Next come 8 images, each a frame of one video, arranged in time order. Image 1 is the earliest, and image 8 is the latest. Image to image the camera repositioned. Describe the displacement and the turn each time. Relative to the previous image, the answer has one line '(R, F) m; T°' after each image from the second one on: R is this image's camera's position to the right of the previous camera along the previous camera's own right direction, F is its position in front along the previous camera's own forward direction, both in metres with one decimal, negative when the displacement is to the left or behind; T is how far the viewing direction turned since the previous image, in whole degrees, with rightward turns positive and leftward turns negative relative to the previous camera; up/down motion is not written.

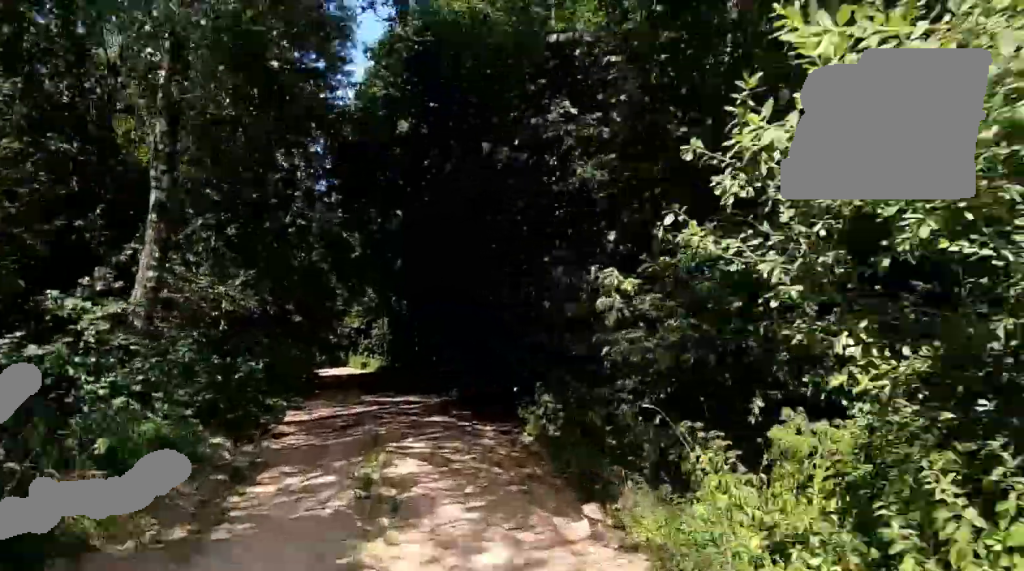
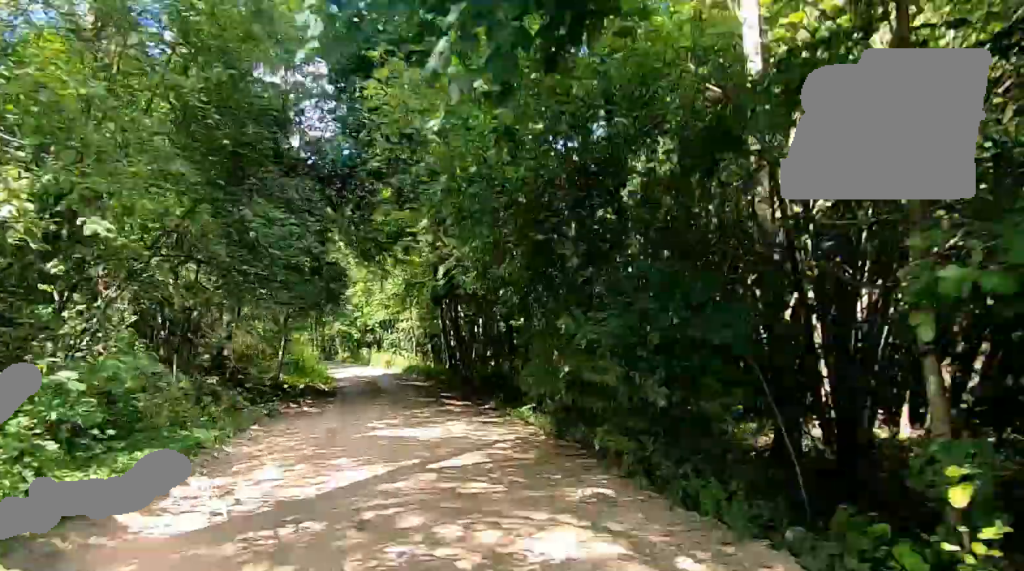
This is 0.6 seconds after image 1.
(0.0, +9.1) m; -1°
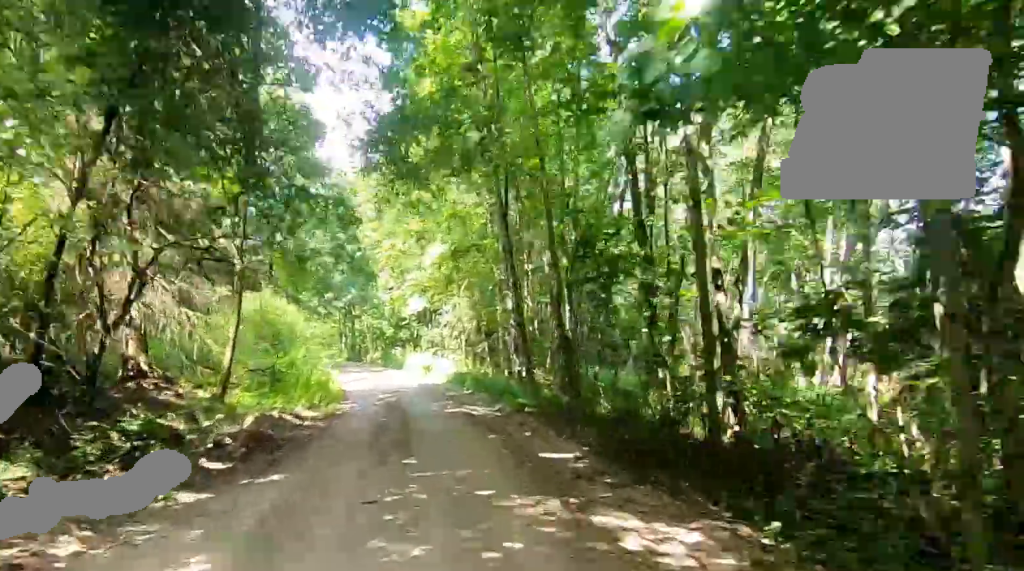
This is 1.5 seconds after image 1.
(-0.2, +13.1) m; -3°
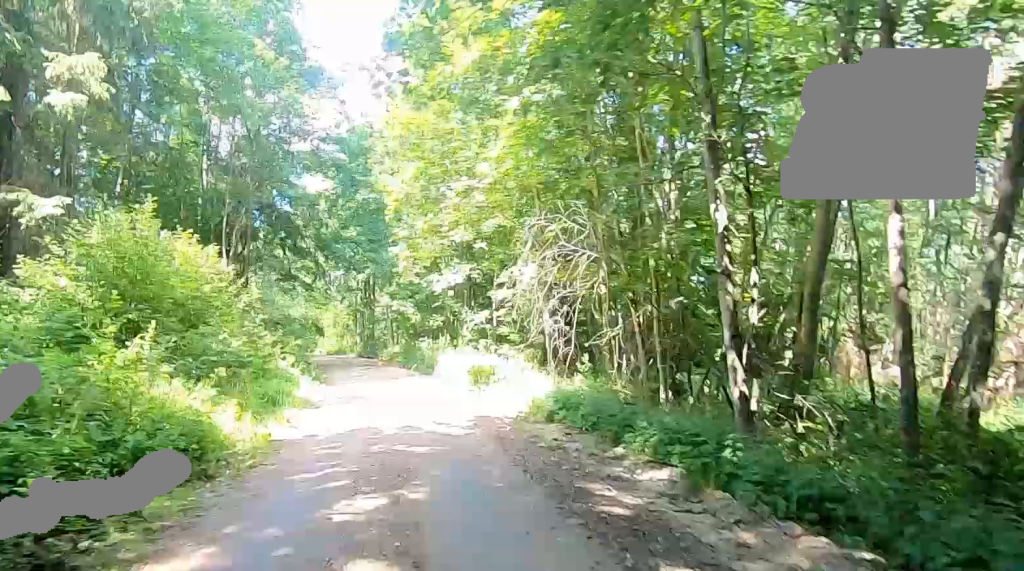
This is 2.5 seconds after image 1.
(-0.8, +16.7) m; -4°
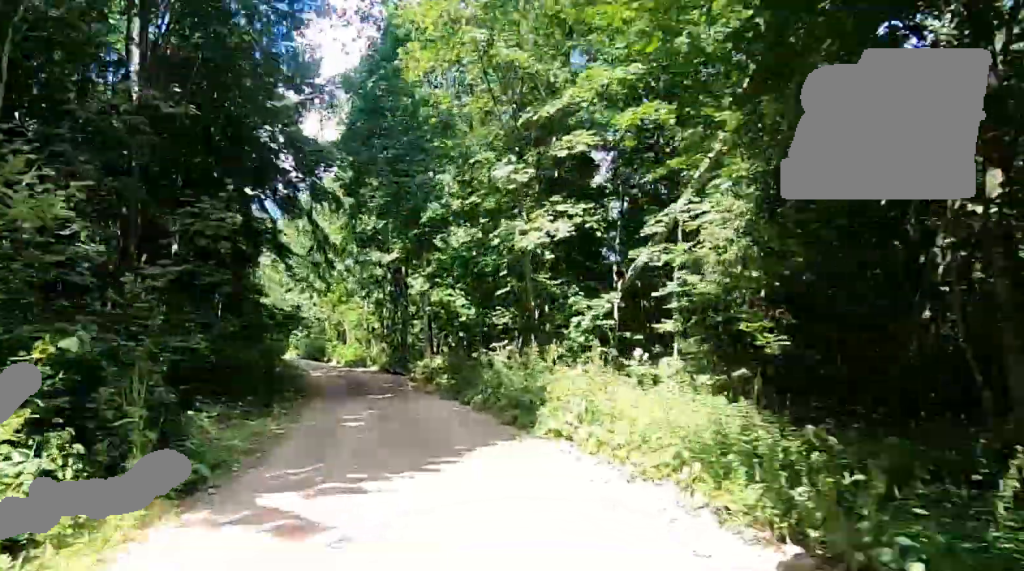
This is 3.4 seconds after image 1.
(-0.1, +15.0) m; -6°
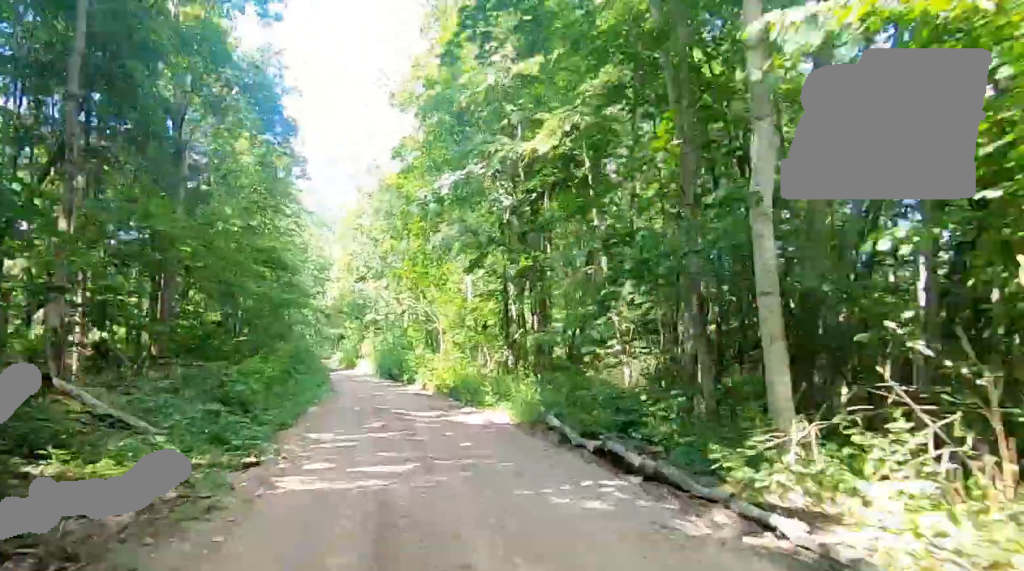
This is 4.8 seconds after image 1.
(-2.8, +22.7) m; -13°
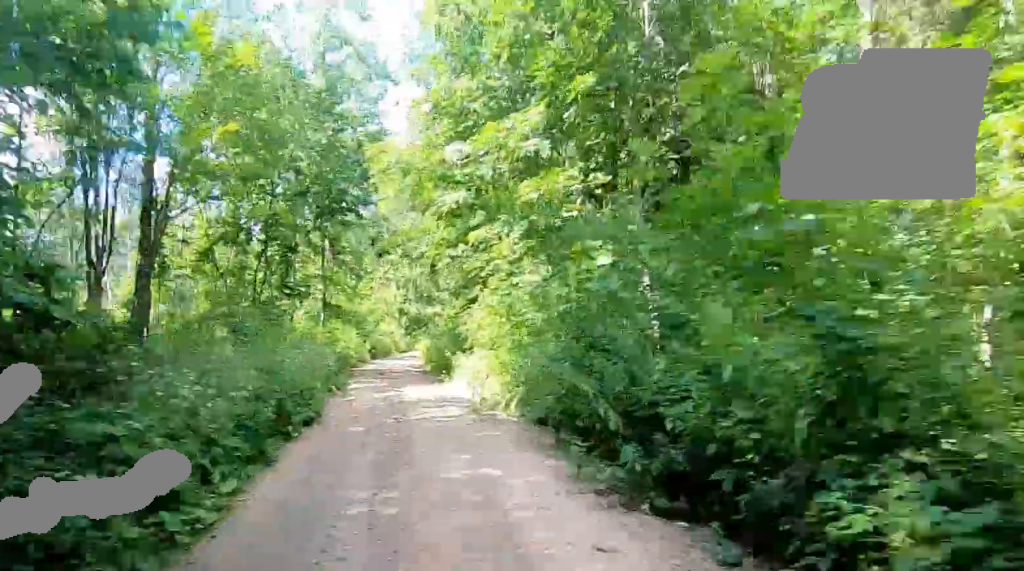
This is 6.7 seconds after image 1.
(-4.6, +33.1) m; -11°
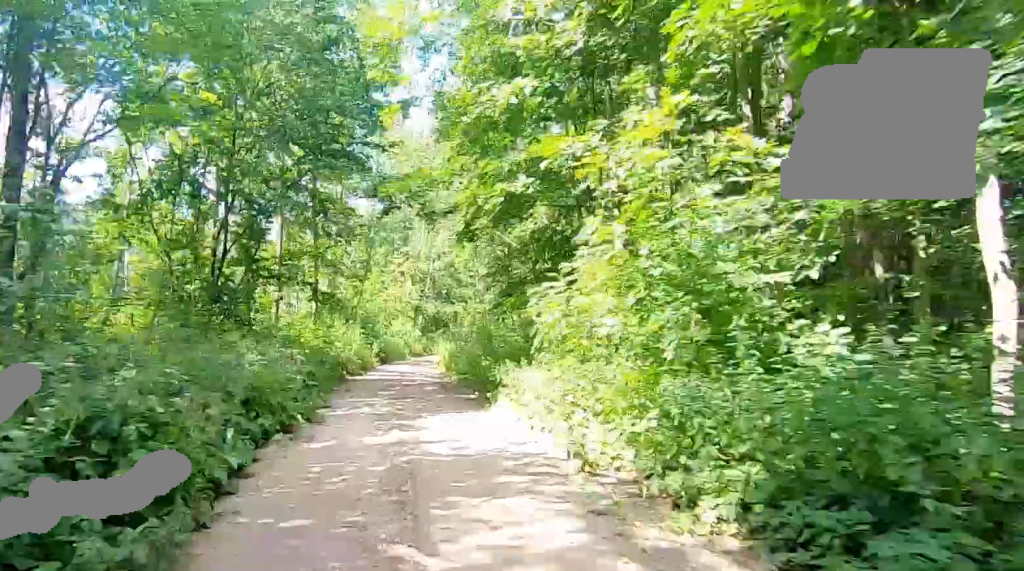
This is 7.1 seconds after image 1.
(0.0, +7.7) m; 0°
